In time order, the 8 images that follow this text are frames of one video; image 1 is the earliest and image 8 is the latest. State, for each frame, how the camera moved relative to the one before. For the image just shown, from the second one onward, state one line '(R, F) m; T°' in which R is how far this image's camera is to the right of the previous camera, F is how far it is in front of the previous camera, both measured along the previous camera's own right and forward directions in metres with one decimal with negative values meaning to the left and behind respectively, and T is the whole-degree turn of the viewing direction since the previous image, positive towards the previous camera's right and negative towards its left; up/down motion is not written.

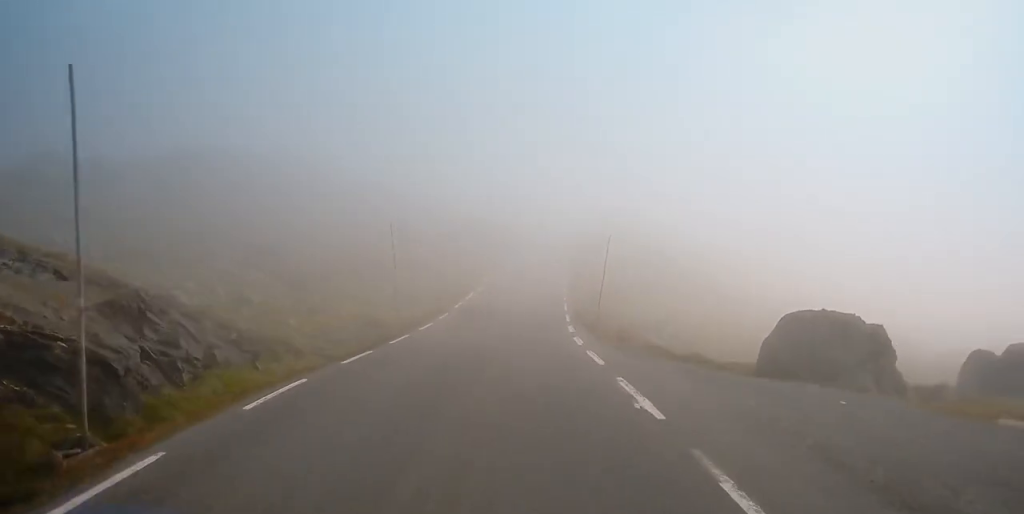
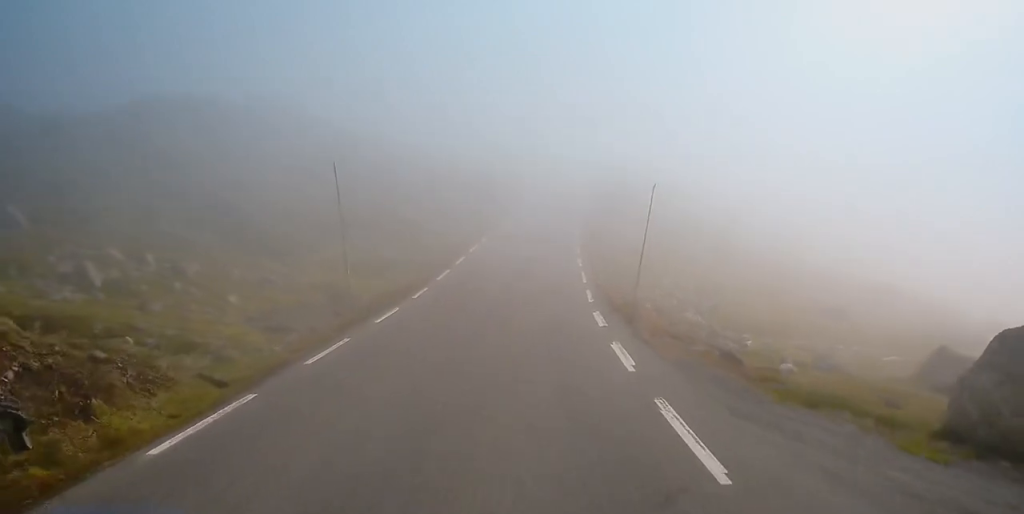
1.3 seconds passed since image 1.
(-0.6, +10.0) m; -1°
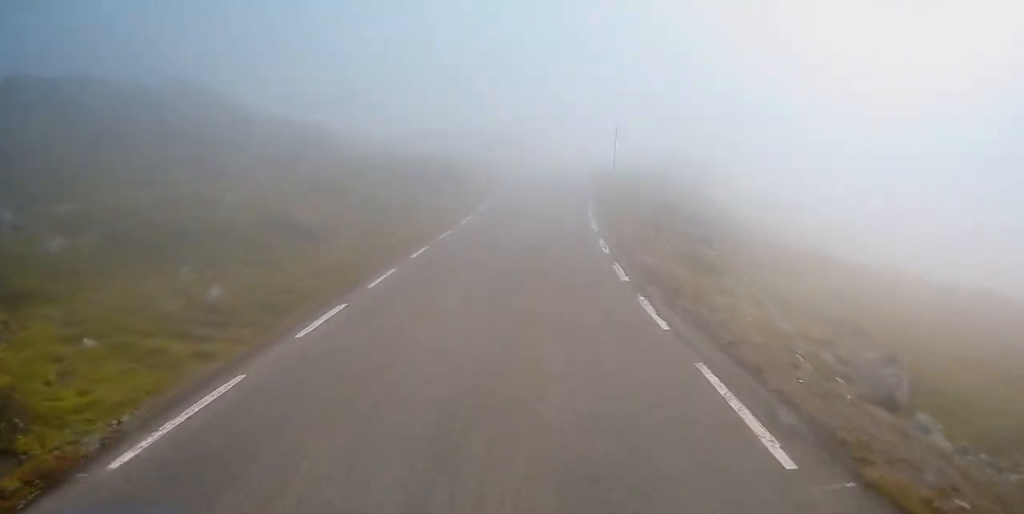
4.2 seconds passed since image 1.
(+1.7, +25.8) m; +7°
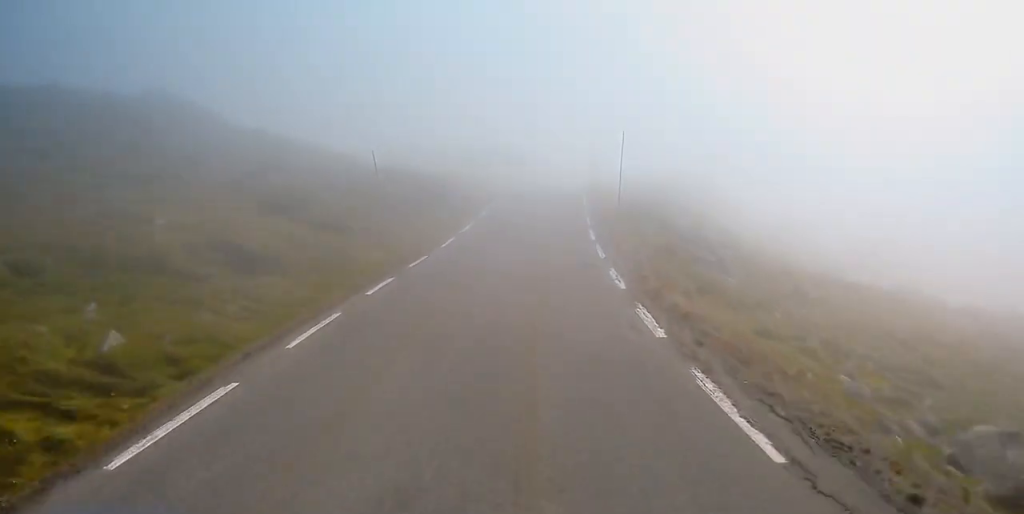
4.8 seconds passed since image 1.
(+0.3, +5.9) m; 0°
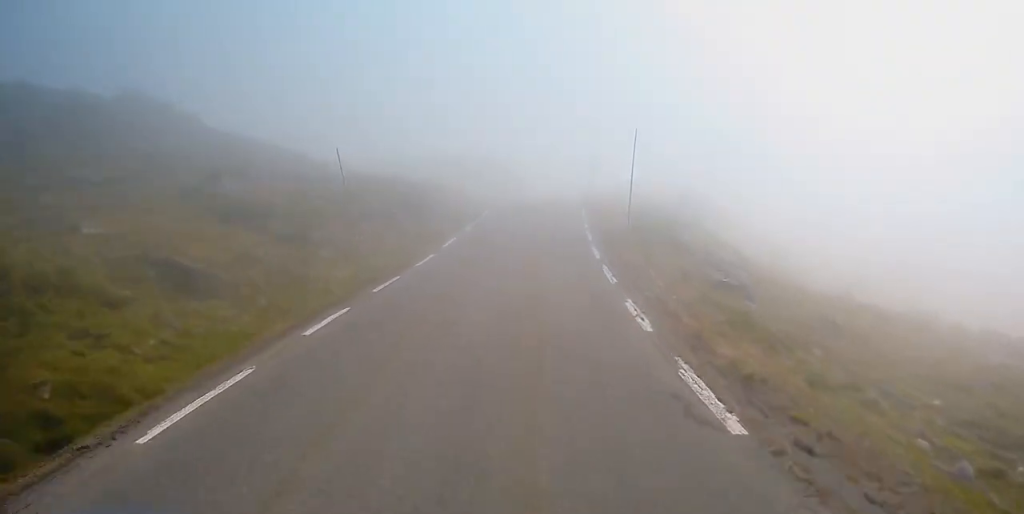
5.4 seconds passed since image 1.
(+0.2, +4.8) m; 0°
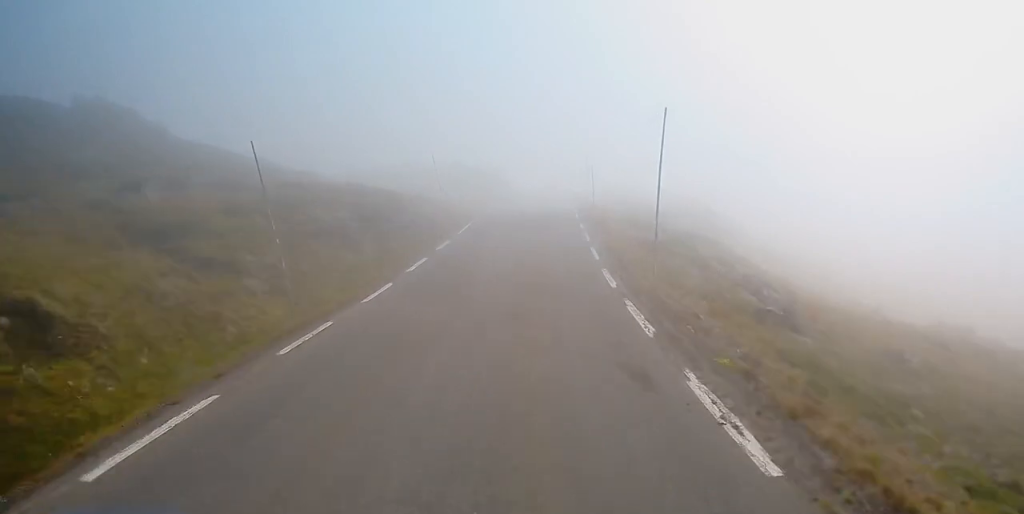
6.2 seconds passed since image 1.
(-0.4, +7.1) m; -3°
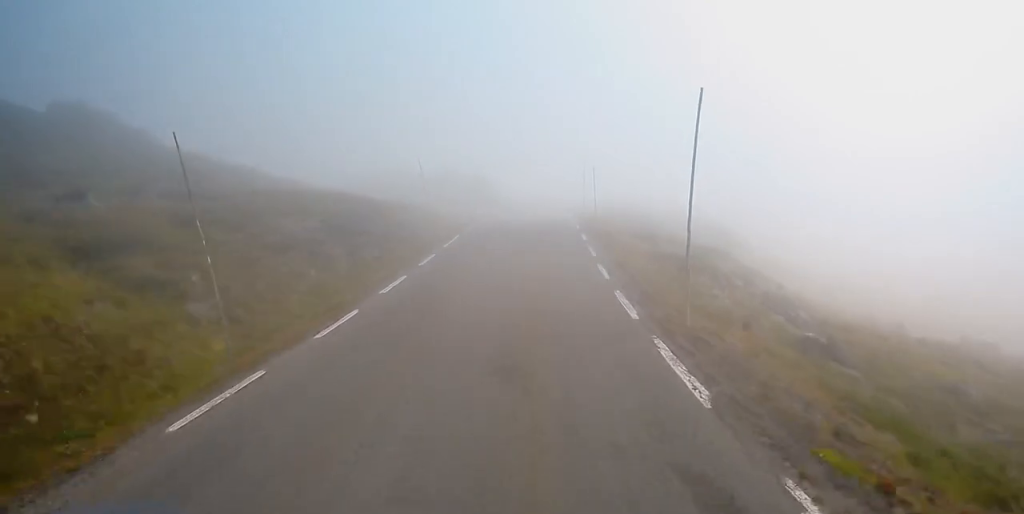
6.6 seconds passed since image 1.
(0.0, +4.0) m; +1°
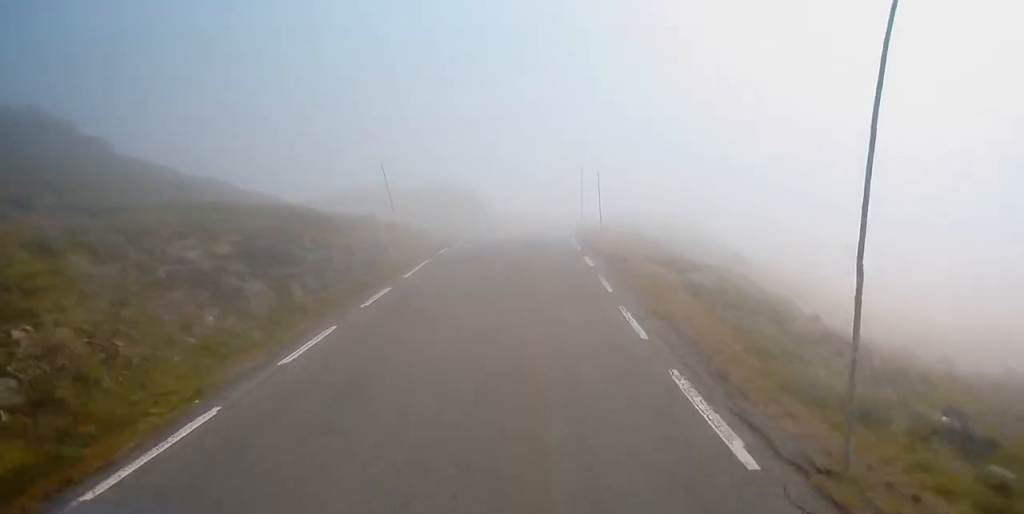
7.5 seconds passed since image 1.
(+0.1, +7.8) m; +2°
